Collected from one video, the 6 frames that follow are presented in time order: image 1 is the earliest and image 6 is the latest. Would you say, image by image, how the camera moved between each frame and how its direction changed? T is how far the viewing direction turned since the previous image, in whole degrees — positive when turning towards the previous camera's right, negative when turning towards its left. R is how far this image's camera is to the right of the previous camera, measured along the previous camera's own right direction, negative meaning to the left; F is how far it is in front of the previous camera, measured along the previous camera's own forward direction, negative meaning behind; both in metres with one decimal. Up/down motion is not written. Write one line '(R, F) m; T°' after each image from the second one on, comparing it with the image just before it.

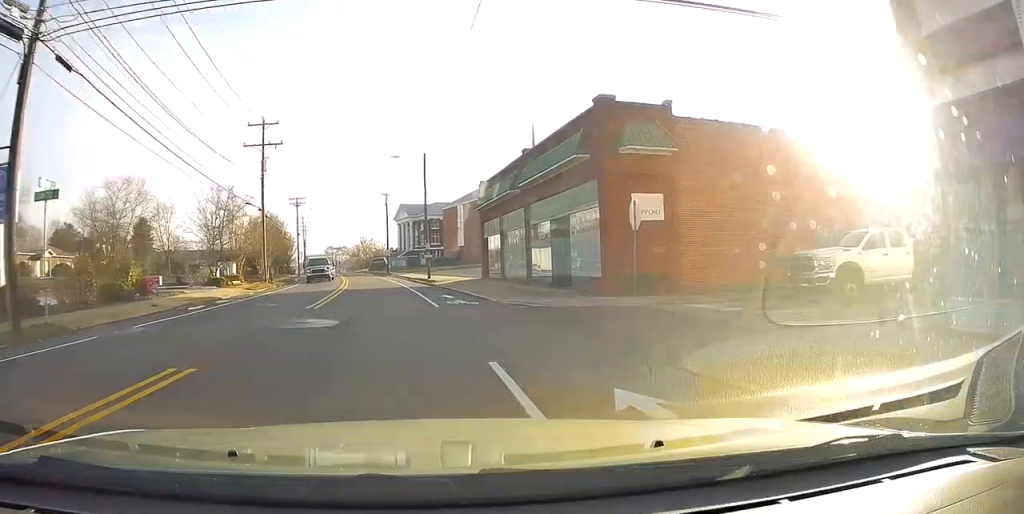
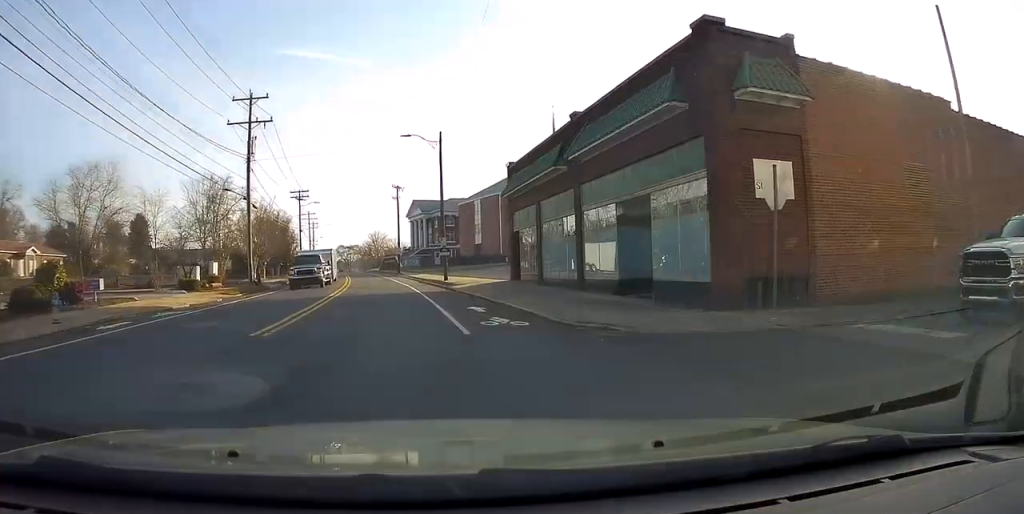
(0.0, +7.0) m; -1°
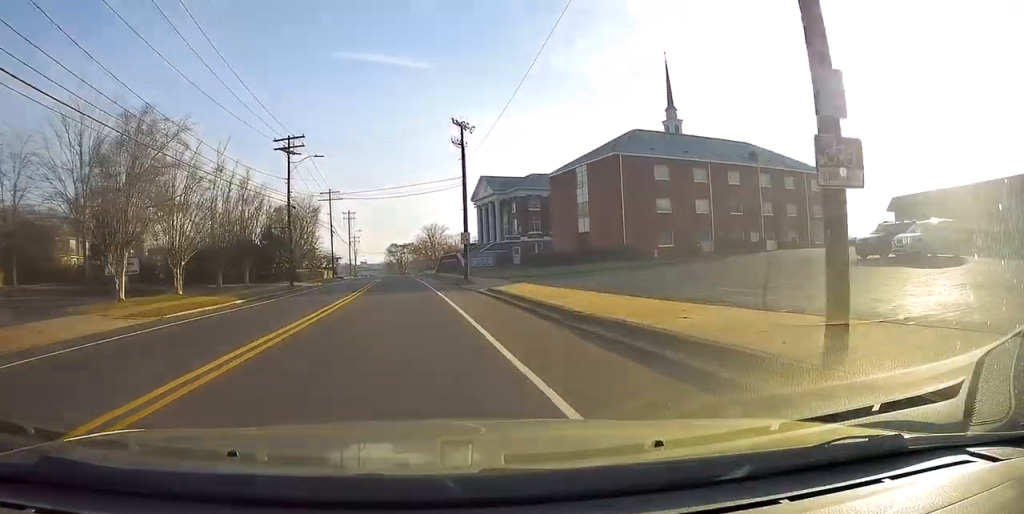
(-1.7, +31.8) m; -7°
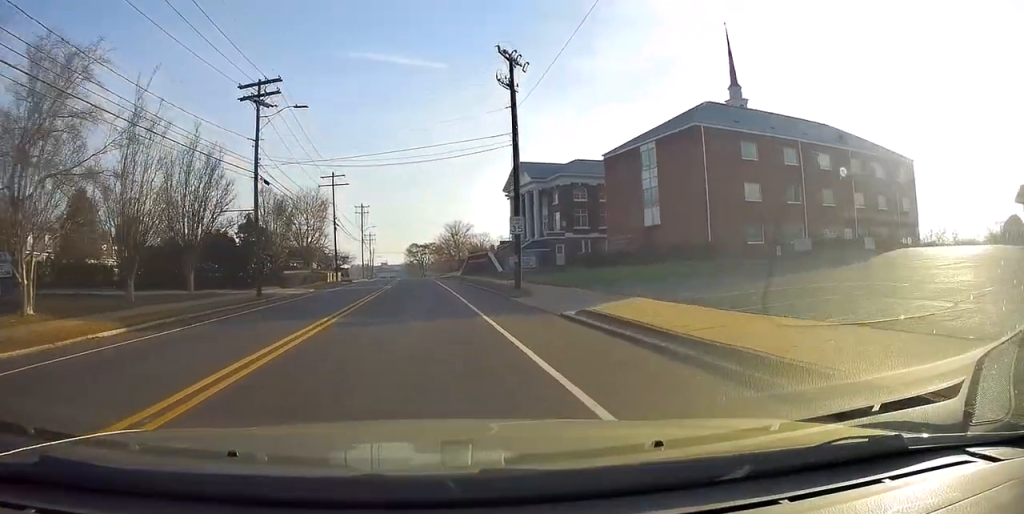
(-0.4, +13.1) m; -2°
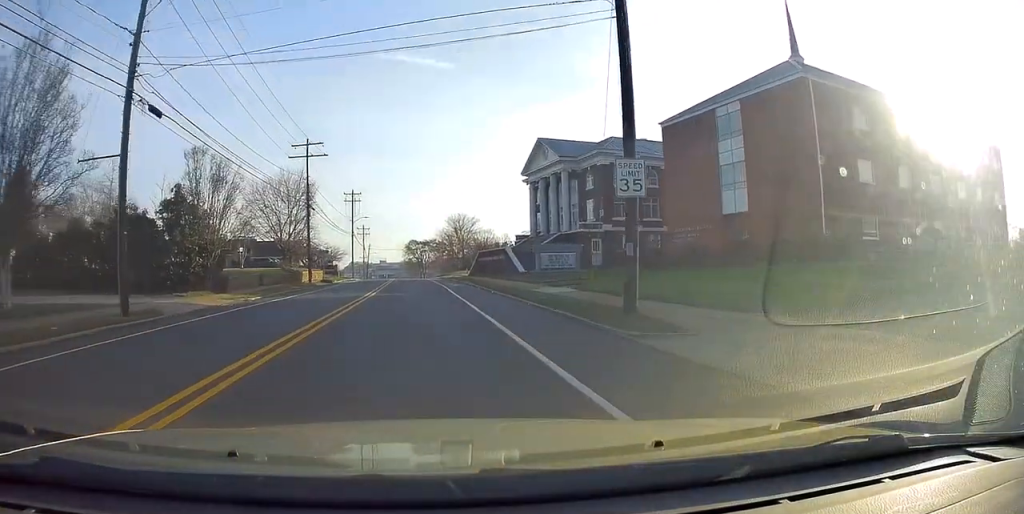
(-0.2, +13.5) m; -1°
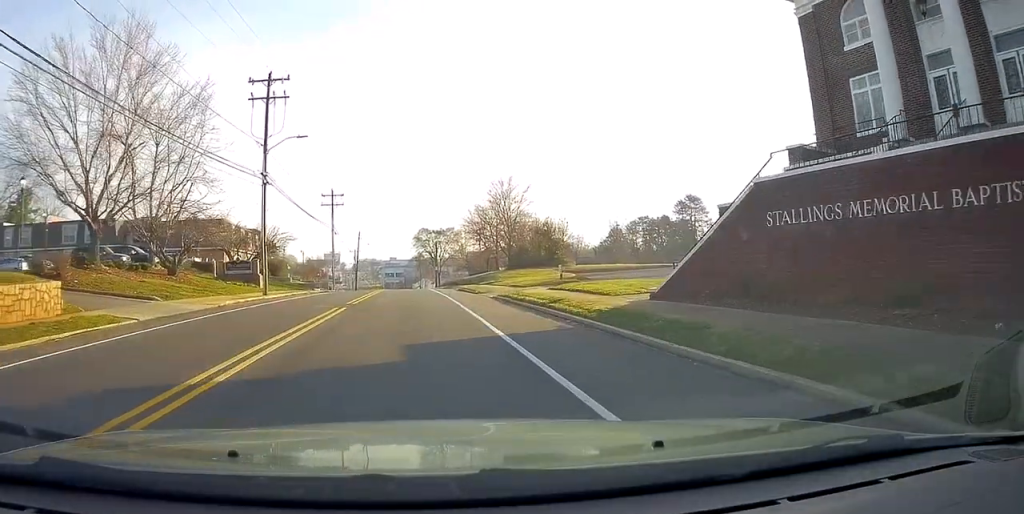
(+0.6, +50.3) m; -1°
